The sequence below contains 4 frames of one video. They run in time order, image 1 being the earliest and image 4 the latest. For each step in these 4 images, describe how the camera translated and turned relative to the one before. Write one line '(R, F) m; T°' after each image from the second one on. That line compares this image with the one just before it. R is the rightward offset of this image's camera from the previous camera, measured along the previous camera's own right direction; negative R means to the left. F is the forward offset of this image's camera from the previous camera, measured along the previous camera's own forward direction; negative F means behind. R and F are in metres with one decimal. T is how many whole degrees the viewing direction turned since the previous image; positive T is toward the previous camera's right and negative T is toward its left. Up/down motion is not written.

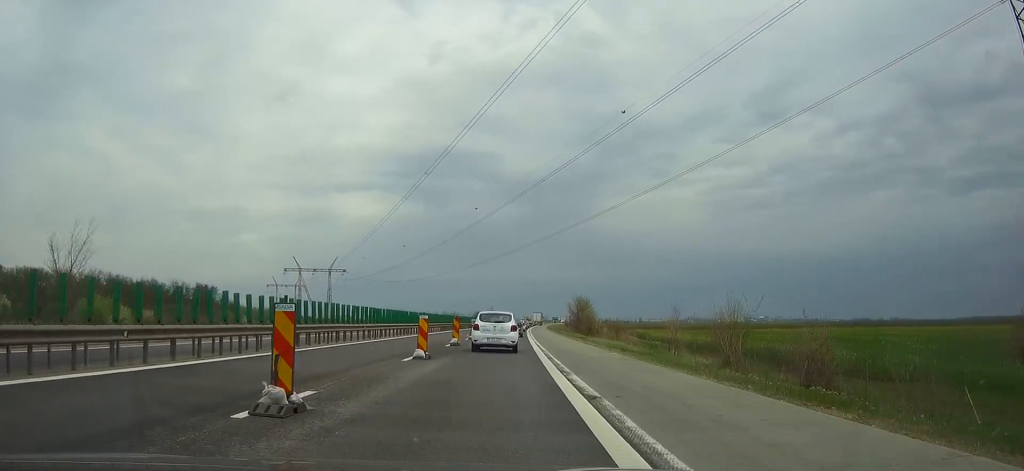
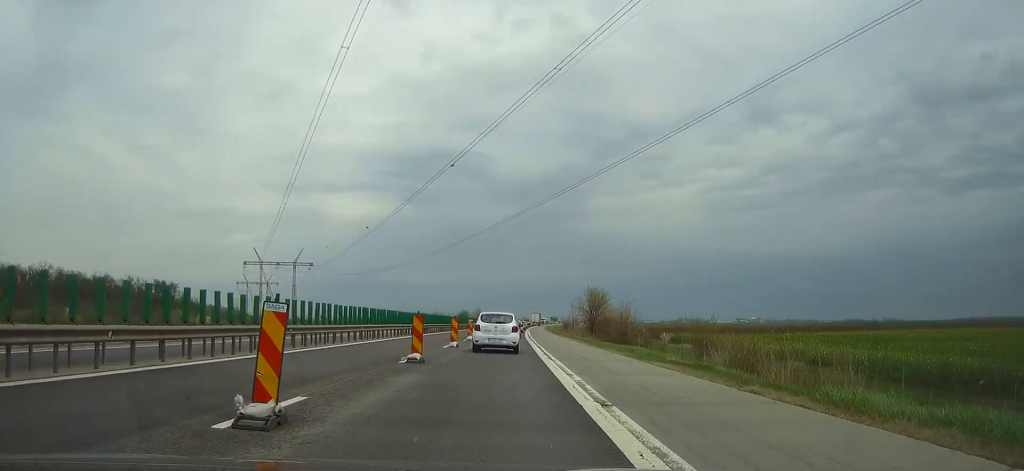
(+0.1, +36.4) m; 0°
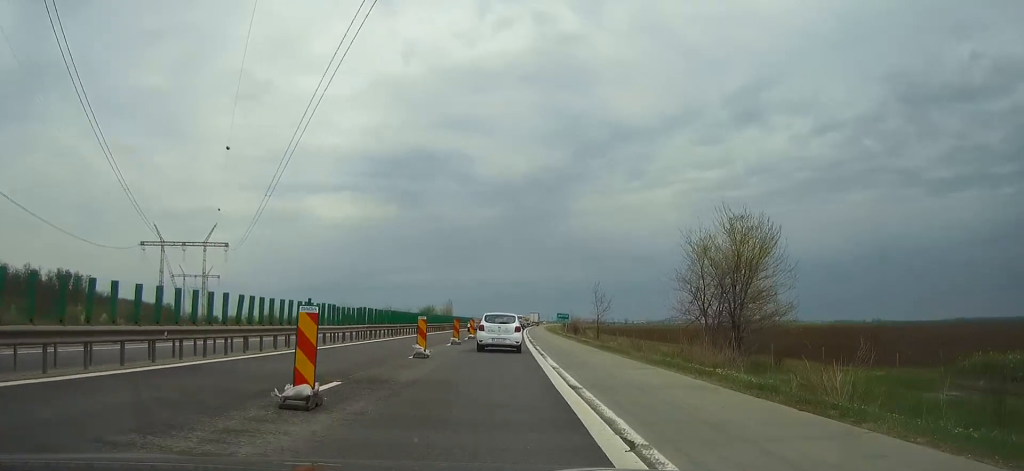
(0.0, +69.5) m; 0°
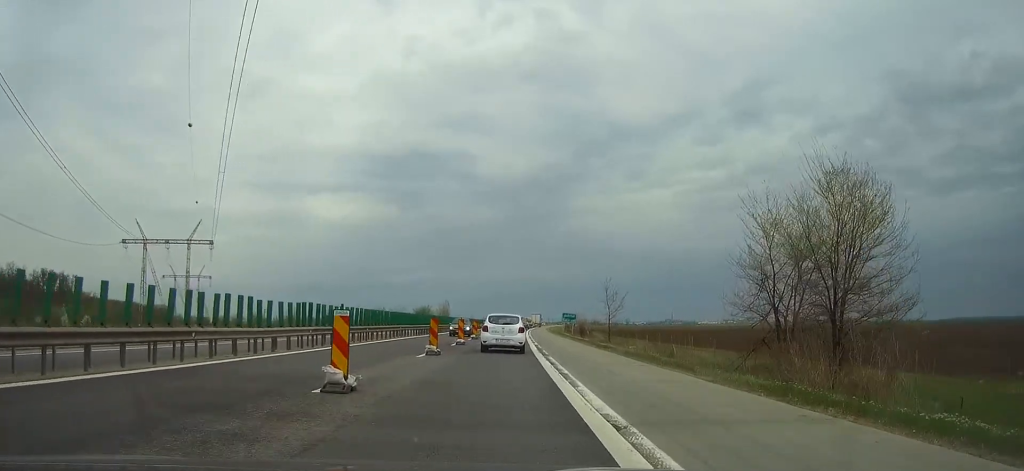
(0.0, +10.7) m; 0°
